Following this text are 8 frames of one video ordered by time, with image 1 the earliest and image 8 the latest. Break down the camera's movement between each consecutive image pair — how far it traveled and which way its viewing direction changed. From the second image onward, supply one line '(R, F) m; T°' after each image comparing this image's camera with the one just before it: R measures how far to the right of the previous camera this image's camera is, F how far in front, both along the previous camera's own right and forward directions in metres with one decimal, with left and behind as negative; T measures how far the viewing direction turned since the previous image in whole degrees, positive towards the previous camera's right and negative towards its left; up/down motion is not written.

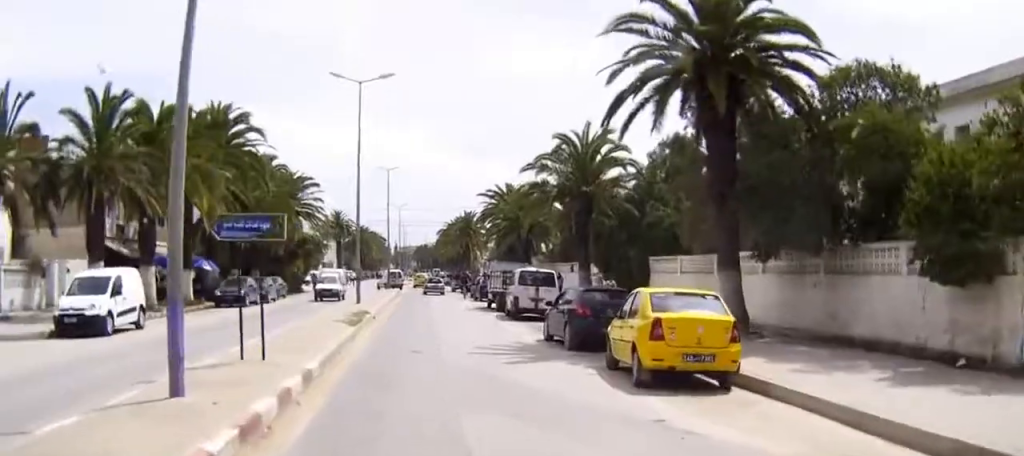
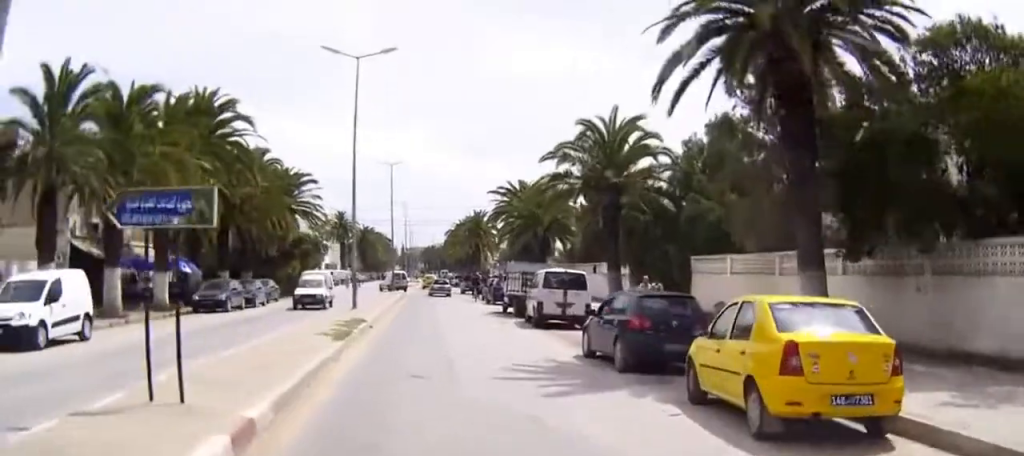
(0.0, +4.6) m; 0°
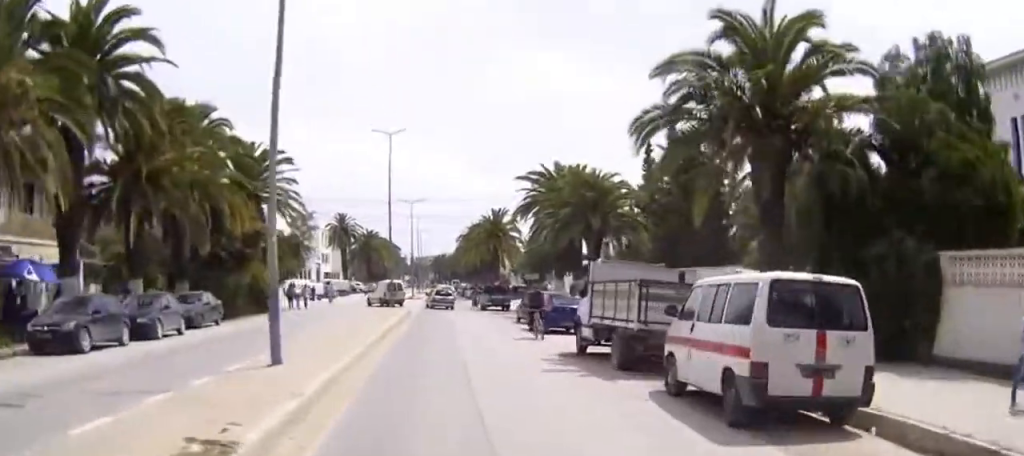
(+0.1, +17.5) m; 0°
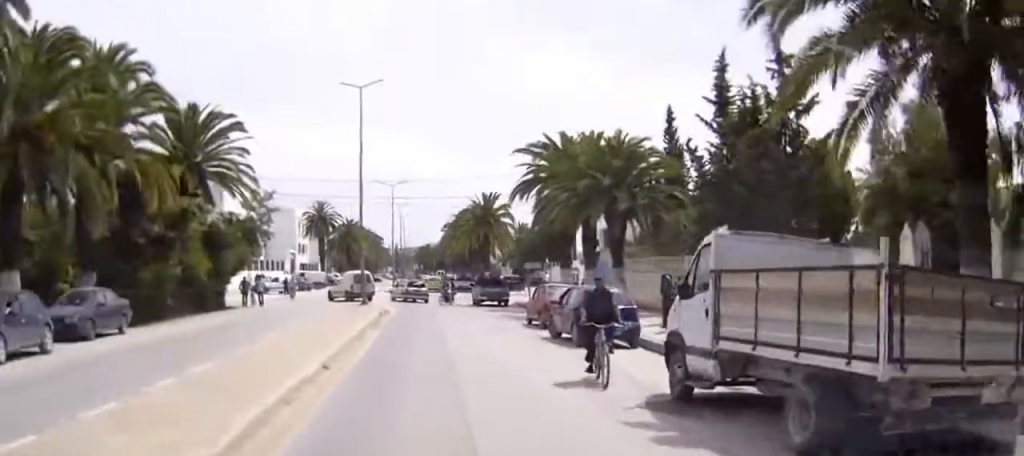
(0.0, +9.0) m; 0°
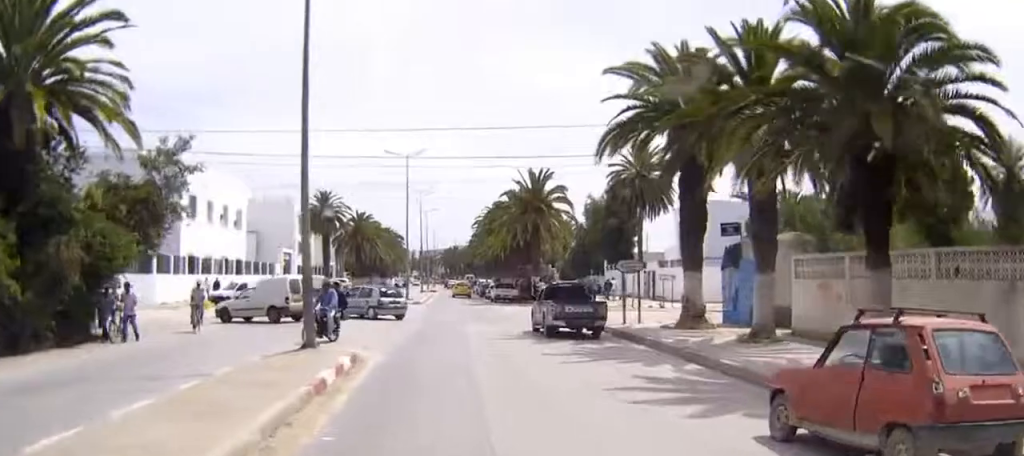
(0.0, +18.7) m; 0°
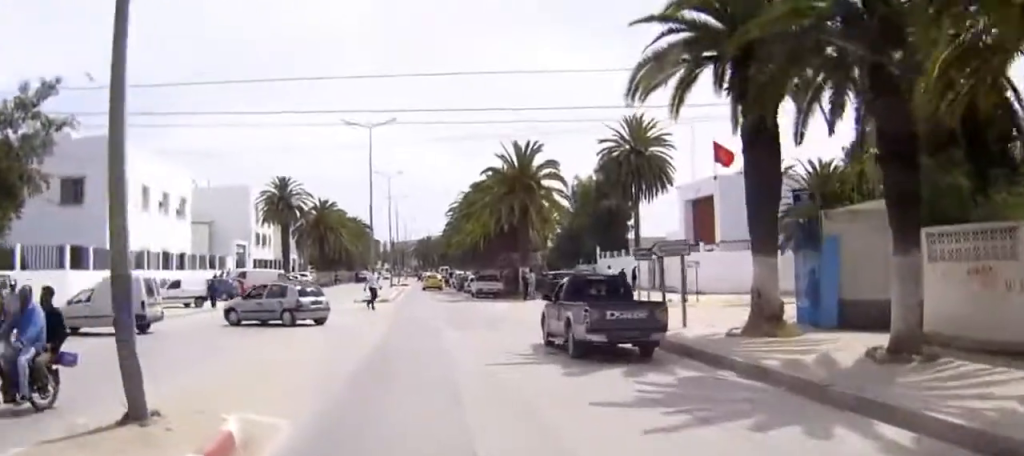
(0.0, +6.1) m; 0°
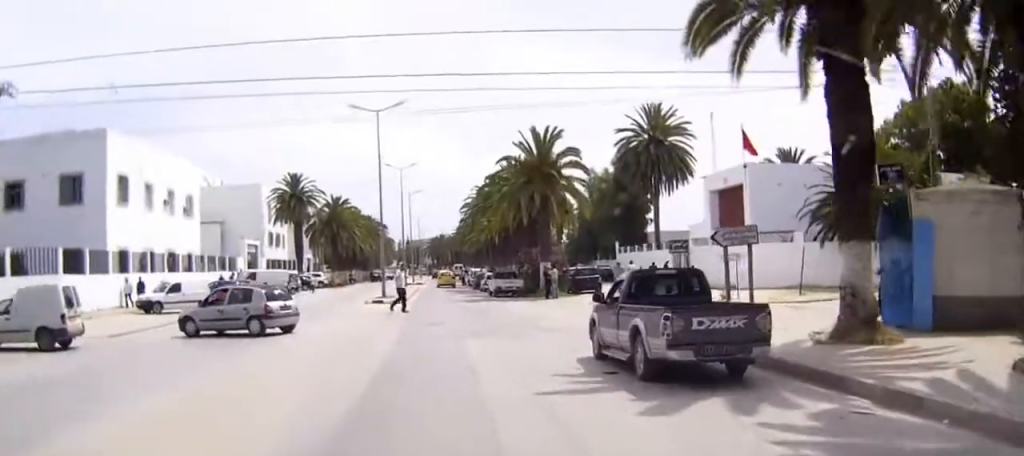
(0.0, +3.5) m; 0°
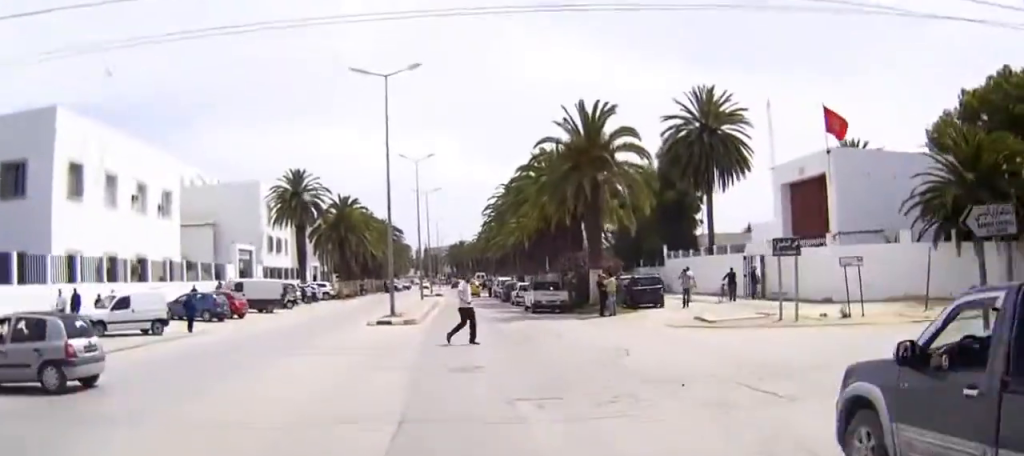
(0.0, +9.4) m; 0°
